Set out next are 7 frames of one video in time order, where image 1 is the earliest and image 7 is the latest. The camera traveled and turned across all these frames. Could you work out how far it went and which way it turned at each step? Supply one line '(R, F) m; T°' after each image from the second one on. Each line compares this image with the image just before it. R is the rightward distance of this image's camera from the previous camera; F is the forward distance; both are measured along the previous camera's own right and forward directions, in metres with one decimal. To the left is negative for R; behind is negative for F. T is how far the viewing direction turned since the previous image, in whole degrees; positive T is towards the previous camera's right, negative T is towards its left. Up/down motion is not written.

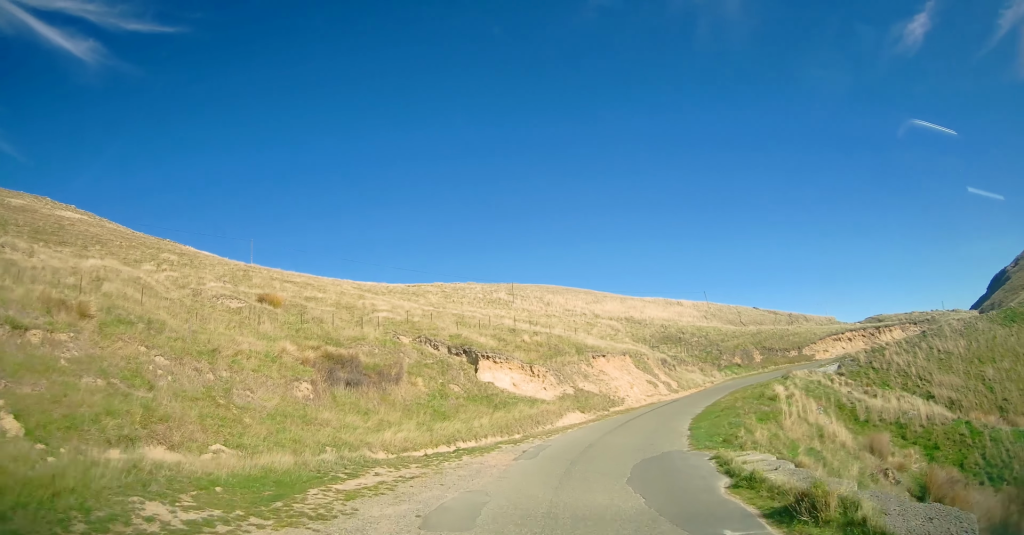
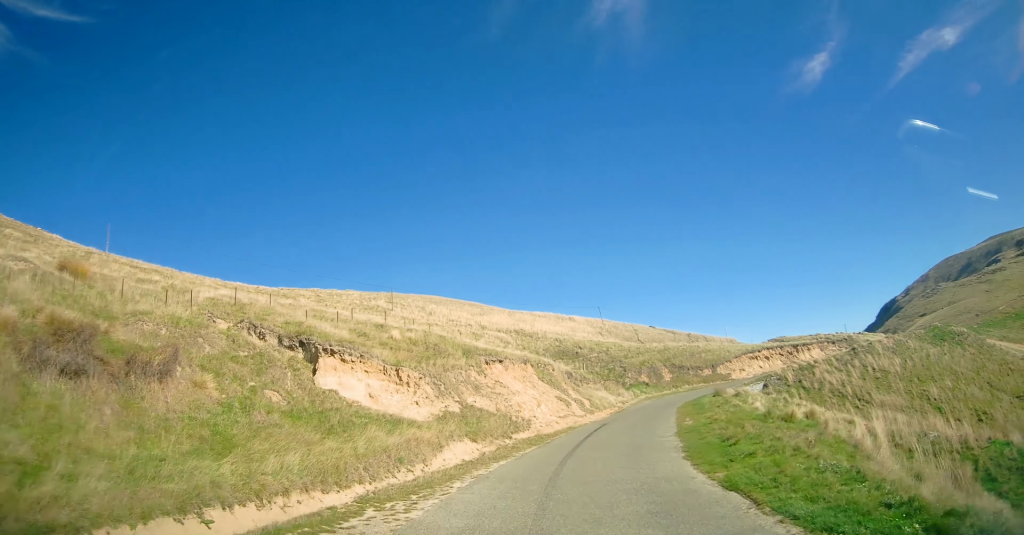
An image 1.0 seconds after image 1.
(+0.1, +10.0) m; +9°
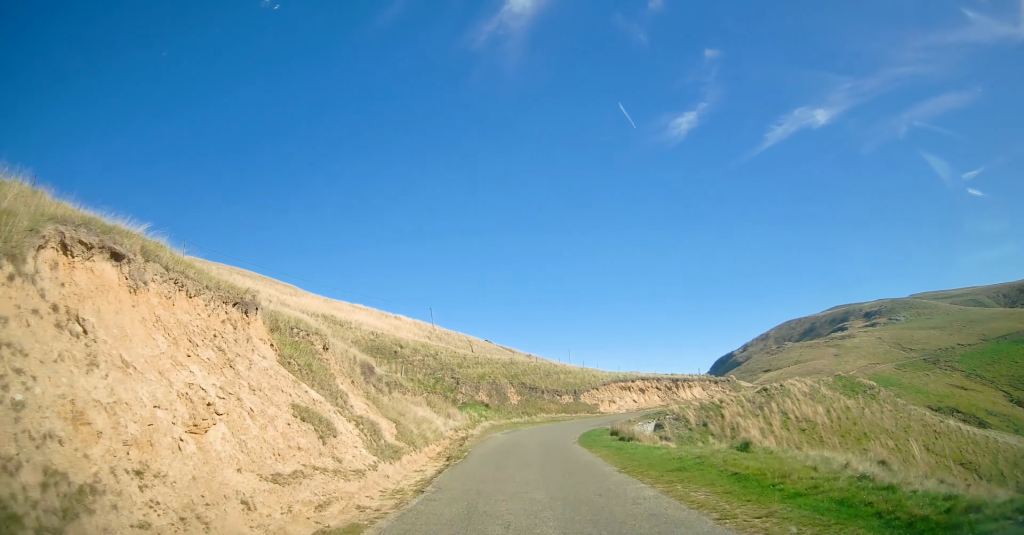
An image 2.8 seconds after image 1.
(+4.6, +18.8) m; +20°
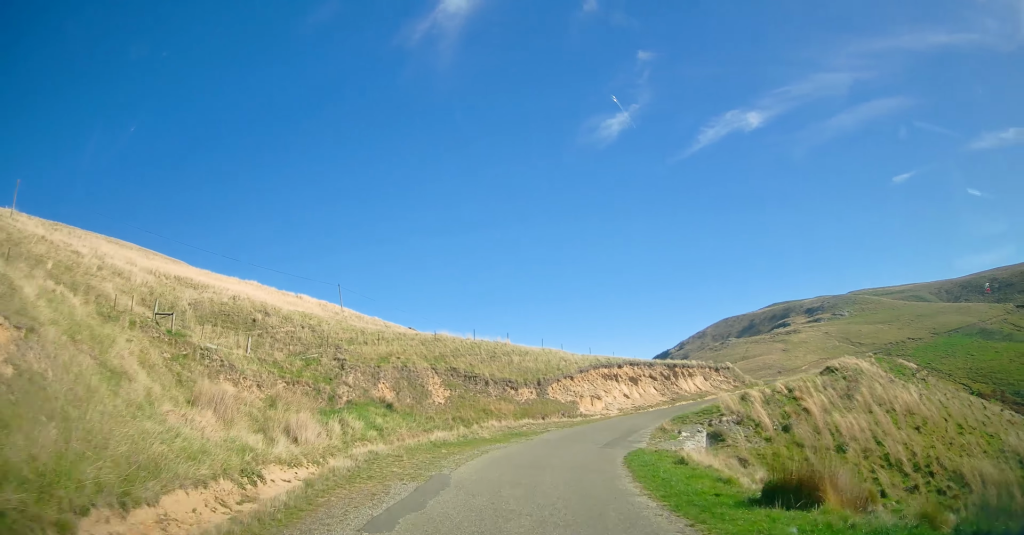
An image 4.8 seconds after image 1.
(+1.5, +21.4) m; +11°
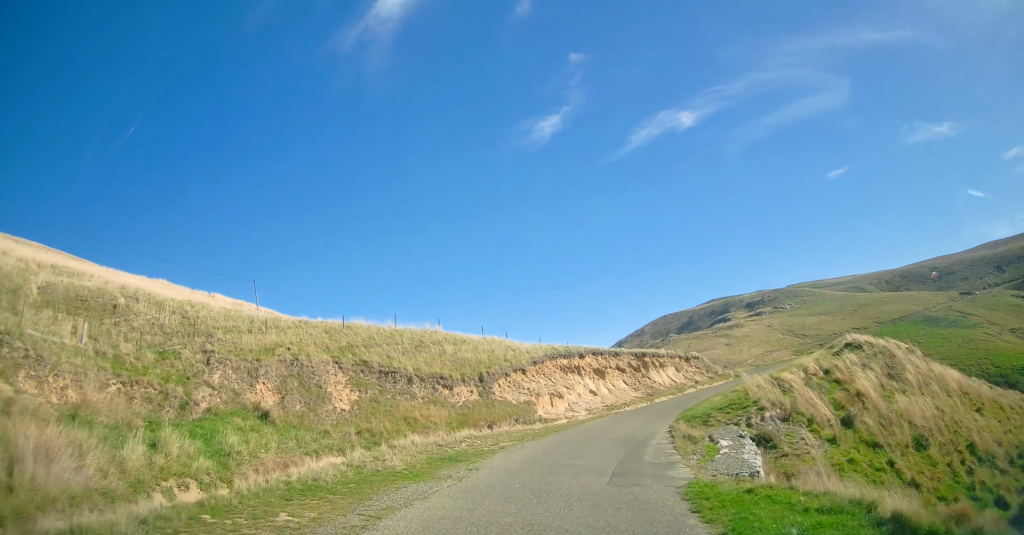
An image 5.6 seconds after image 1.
(+0.8, +8.8) m; +8°
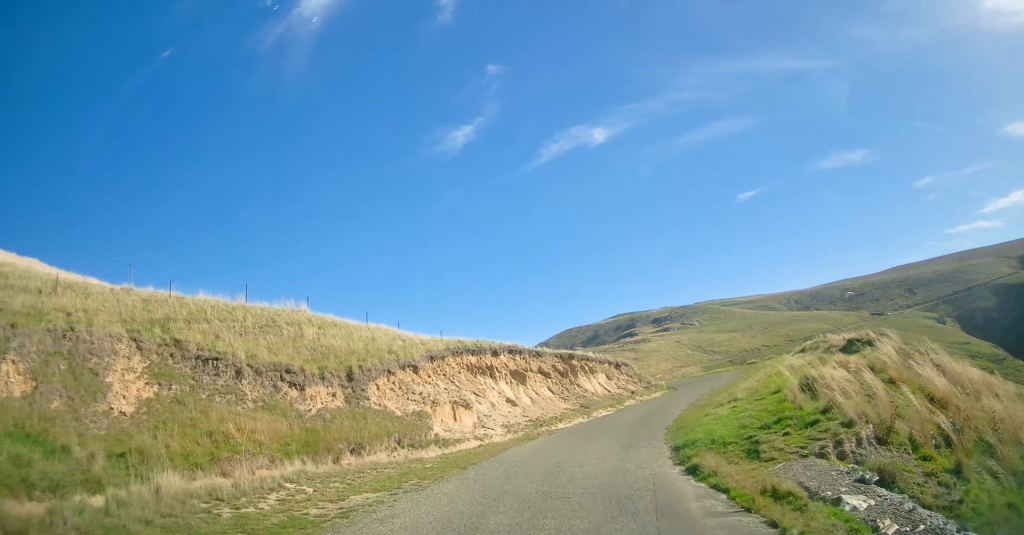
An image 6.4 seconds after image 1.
(+0.6, +8.4) m; +7°
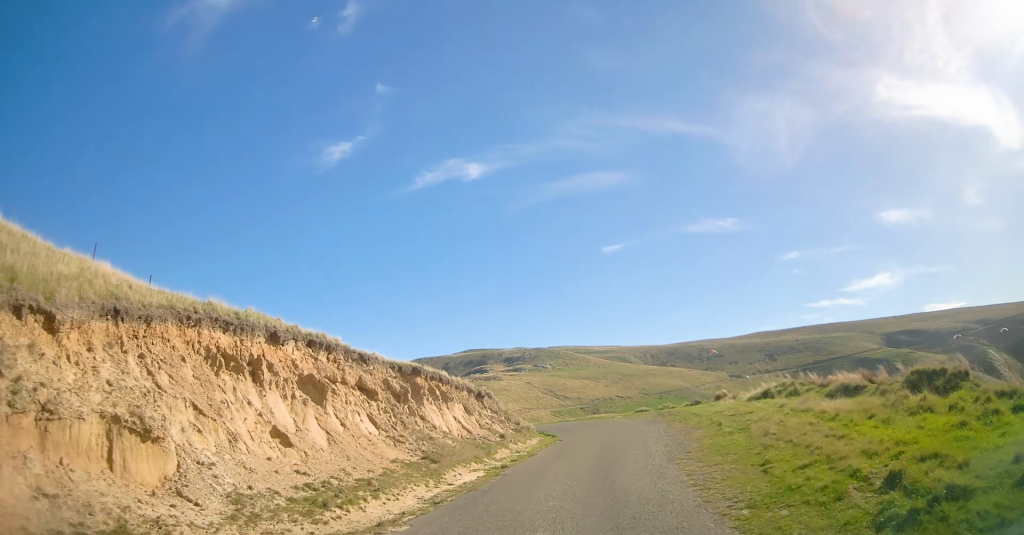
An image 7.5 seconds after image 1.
(+1.0, +11.9) m; +12°
